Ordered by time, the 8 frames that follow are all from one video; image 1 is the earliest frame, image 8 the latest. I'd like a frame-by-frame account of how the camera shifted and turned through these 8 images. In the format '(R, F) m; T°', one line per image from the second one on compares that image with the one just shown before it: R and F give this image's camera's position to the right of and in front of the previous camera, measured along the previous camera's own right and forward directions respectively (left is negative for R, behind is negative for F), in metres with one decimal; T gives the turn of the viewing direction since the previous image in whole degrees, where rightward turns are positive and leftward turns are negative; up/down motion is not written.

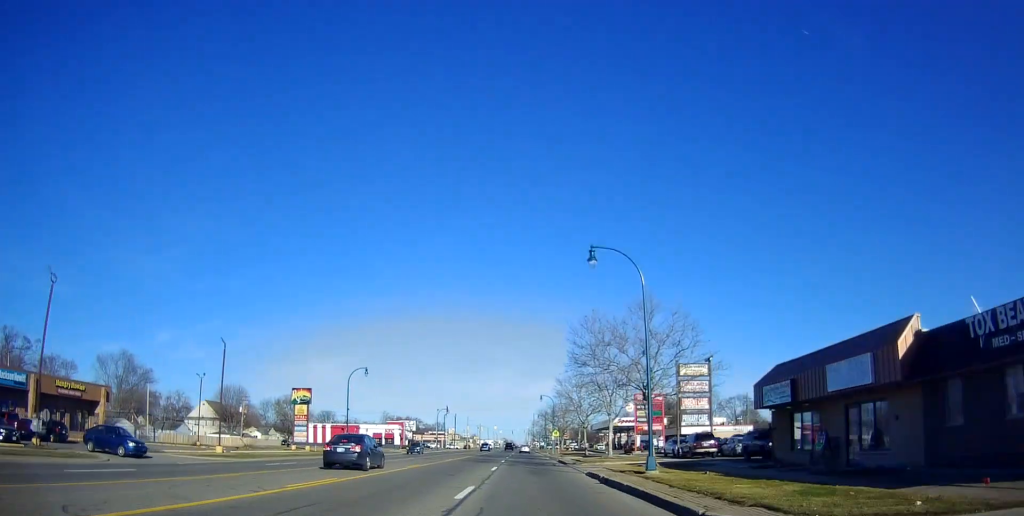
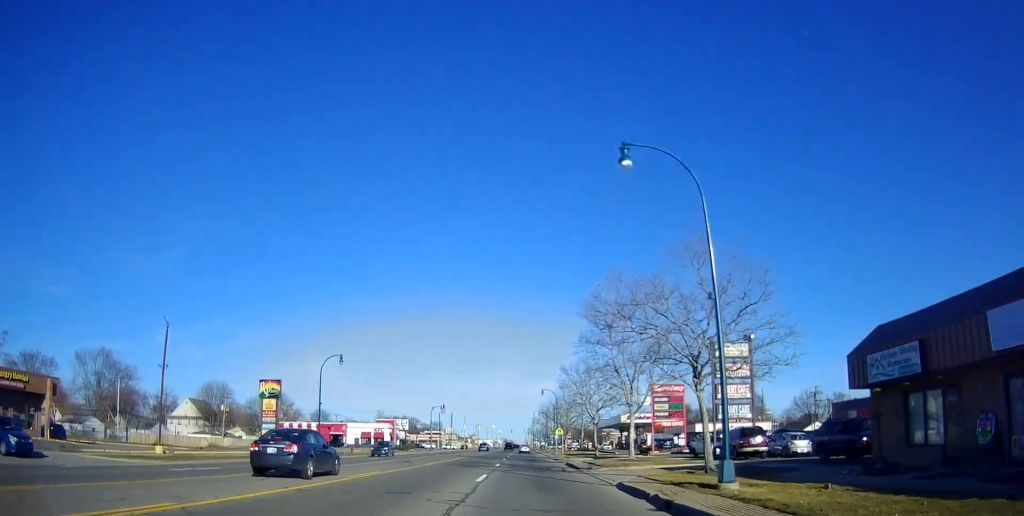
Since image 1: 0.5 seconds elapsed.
(0.0, +9.0) m; 0°
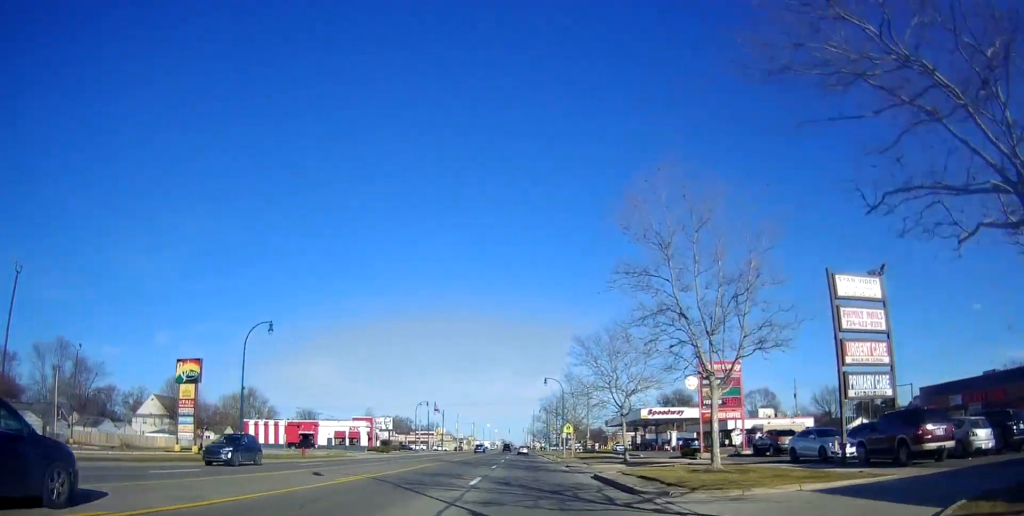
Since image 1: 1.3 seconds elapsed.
(0.0, +16.1) m; 0°
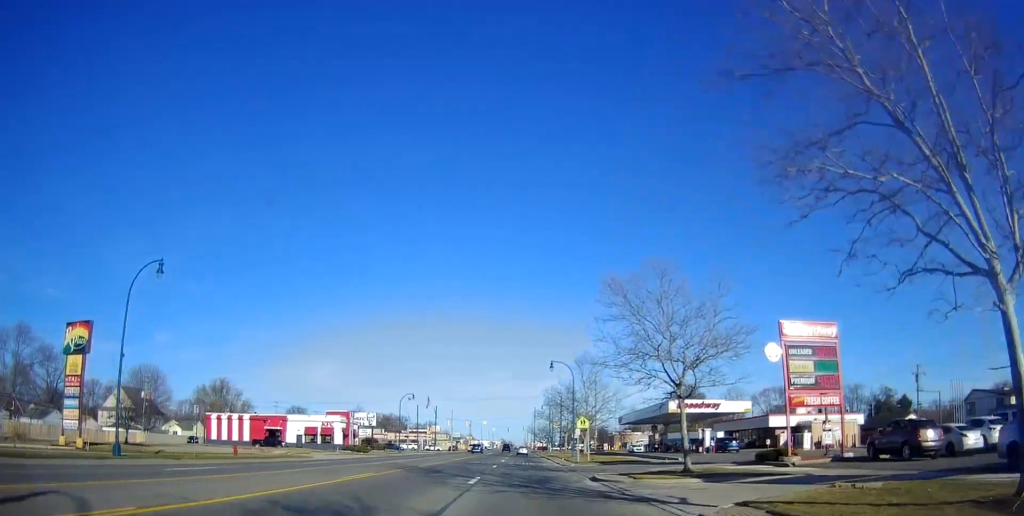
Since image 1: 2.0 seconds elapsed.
(0.0, +14.2) m; 0°
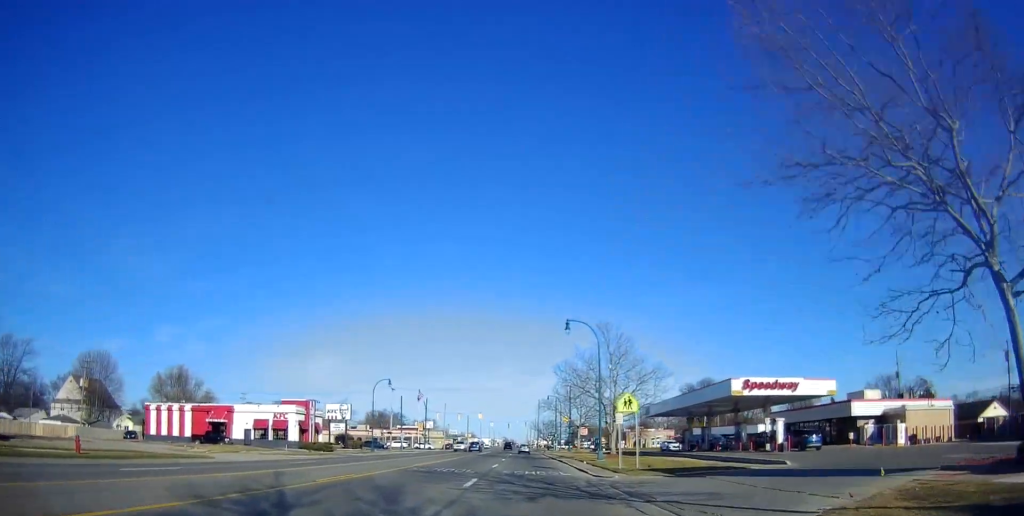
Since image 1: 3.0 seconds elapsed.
(0.0, +18.3) m; +1°
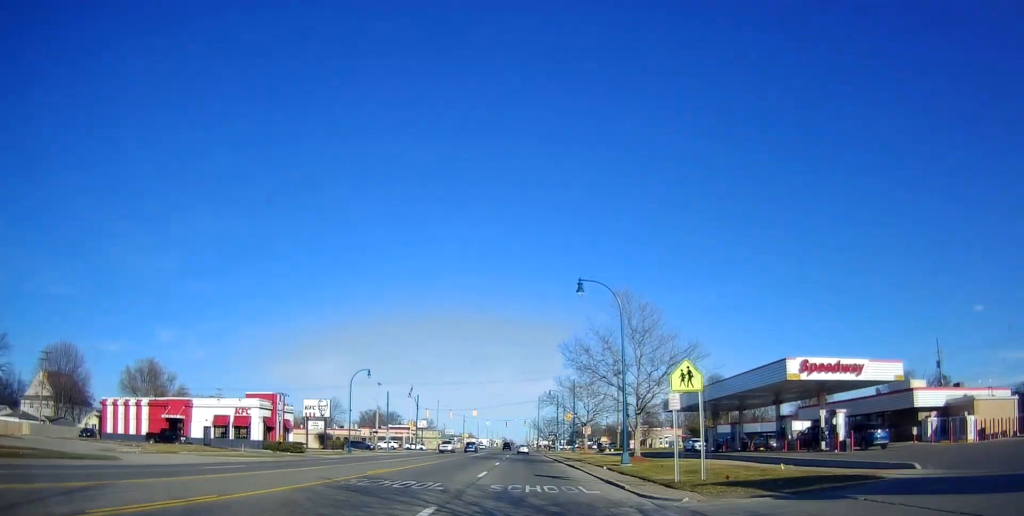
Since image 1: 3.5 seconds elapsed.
(+0.3, +9.8) m; 0°
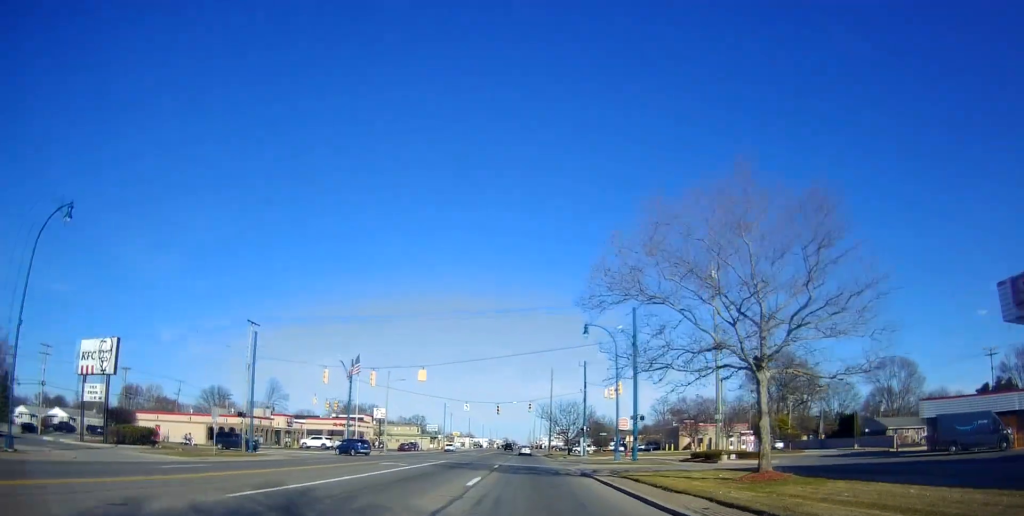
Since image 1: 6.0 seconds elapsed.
(-0.9, +48.8) m; -2°
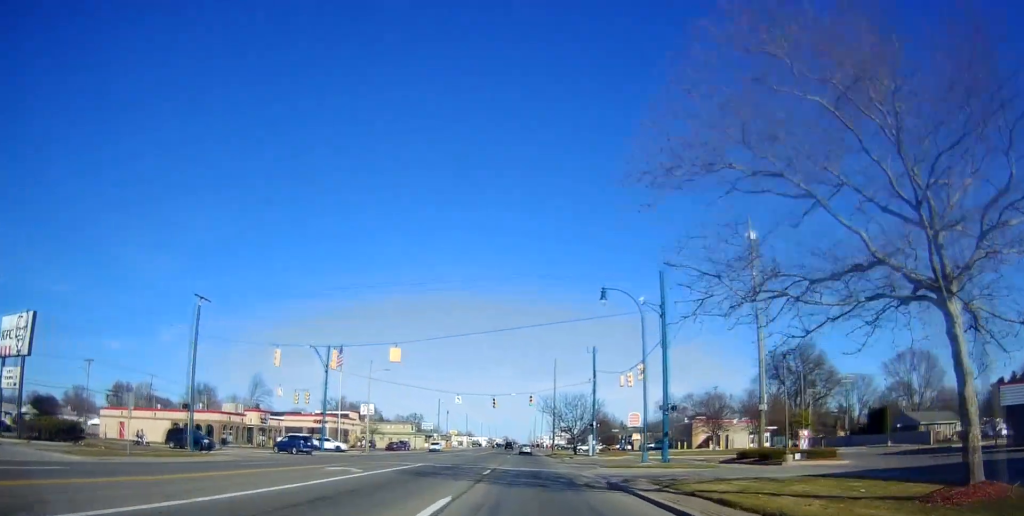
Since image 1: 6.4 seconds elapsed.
(0.0, +9.2) m; 0°
